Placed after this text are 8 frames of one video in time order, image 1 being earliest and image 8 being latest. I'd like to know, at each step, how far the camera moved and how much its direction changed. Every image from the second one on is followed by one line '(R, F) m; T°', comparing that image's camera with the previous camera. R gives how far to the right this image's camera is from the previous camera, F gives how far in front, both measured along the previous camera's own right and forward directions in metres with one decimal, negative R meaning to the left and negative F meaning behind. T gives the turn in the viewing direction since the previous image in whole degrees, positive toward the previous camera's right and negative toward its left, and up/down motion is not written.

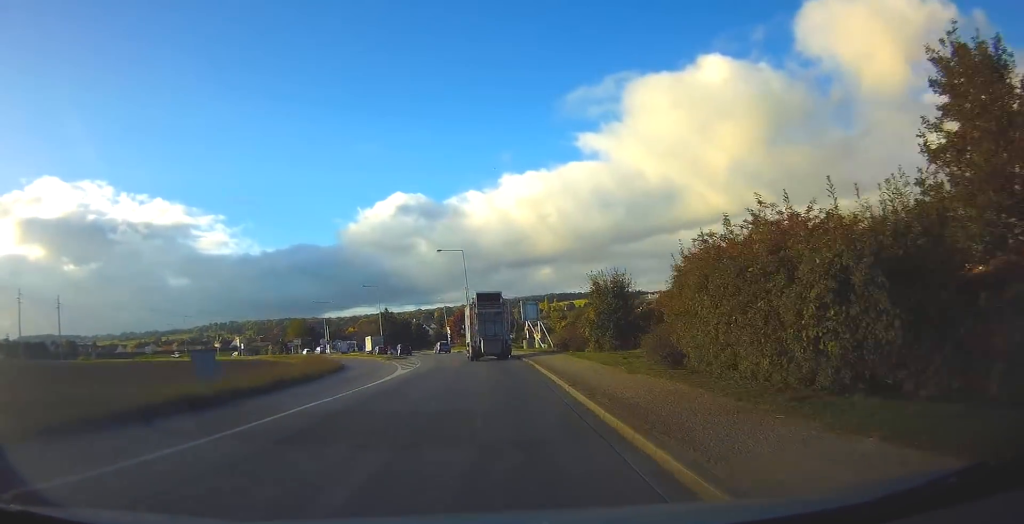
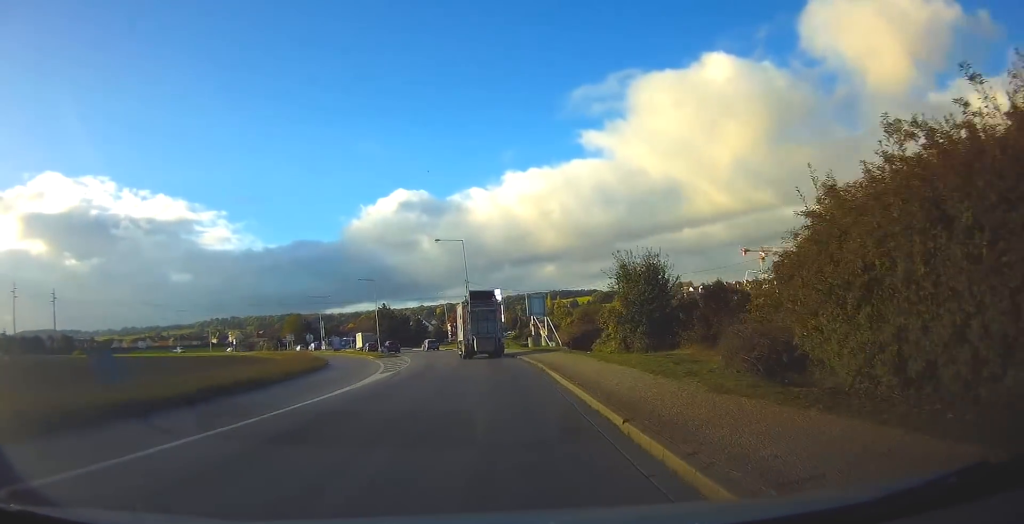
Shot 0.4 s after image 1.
(0.0, +6.4) m; 0°
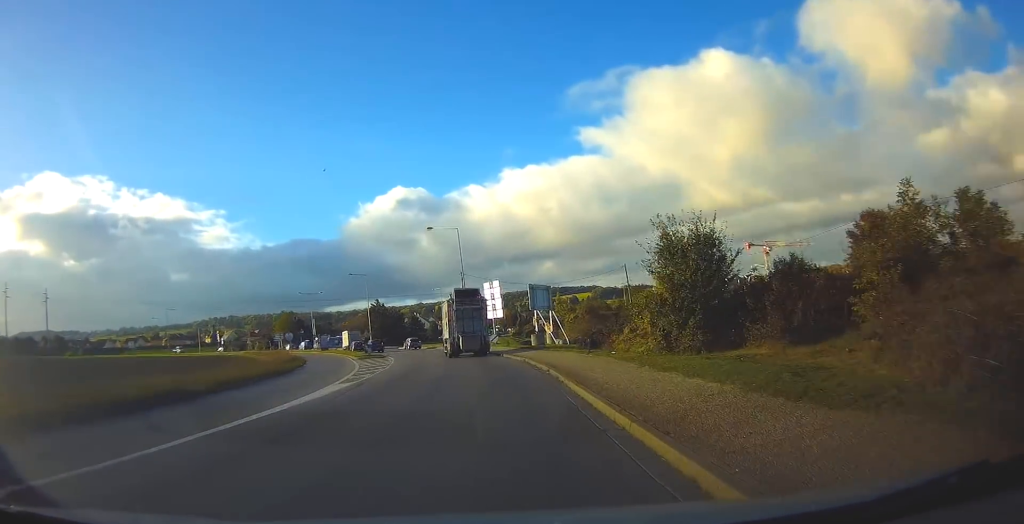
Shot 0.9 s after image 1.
(0.0, +6.8) m; 0°
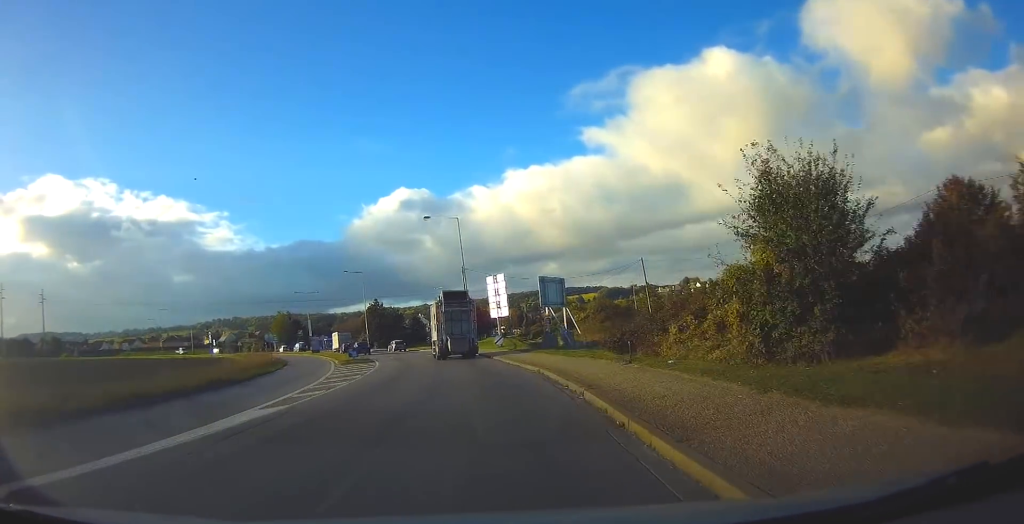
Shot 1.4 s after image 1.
(0.0, +7.1) m; -1°
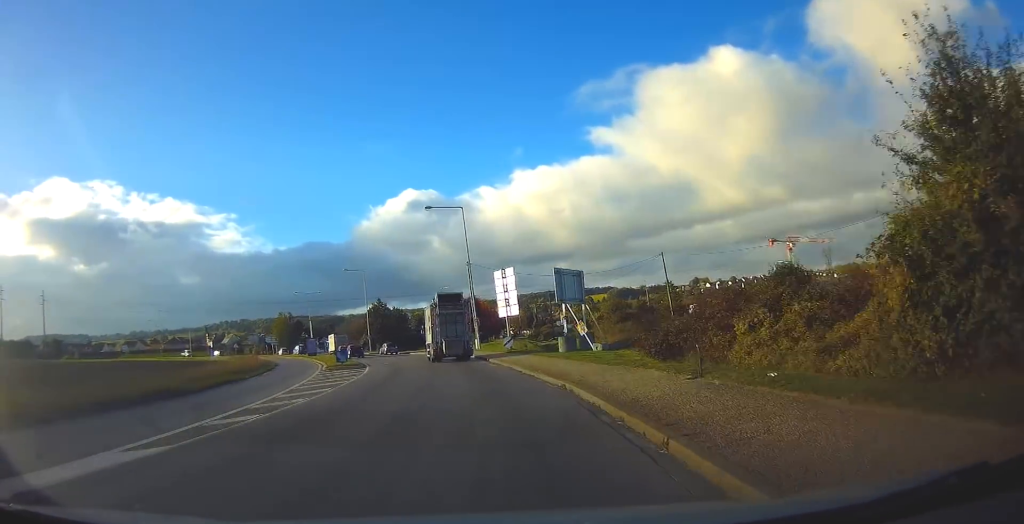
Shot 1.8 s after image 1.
(0.0, +5.7) m; 0°
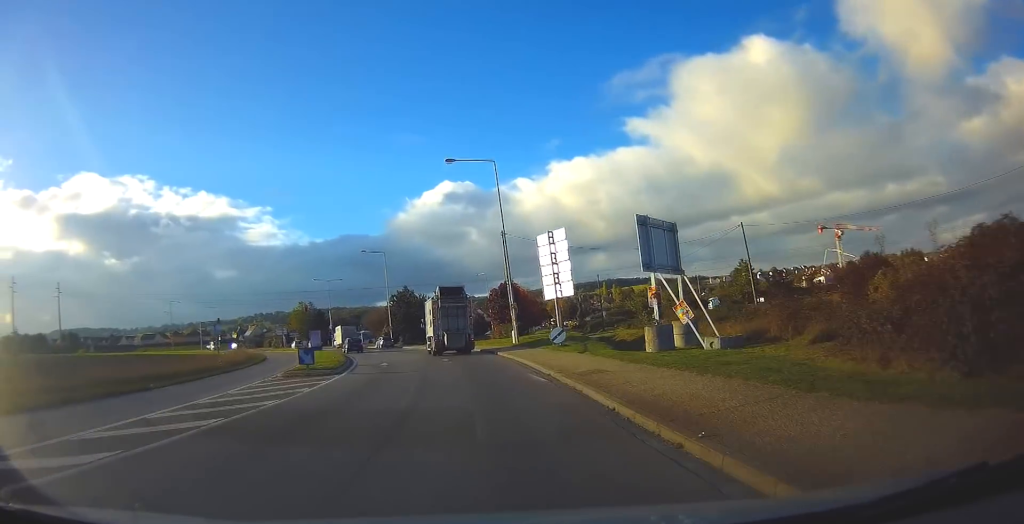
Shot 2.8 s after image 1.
(-0.2, +13.8) m; -3°
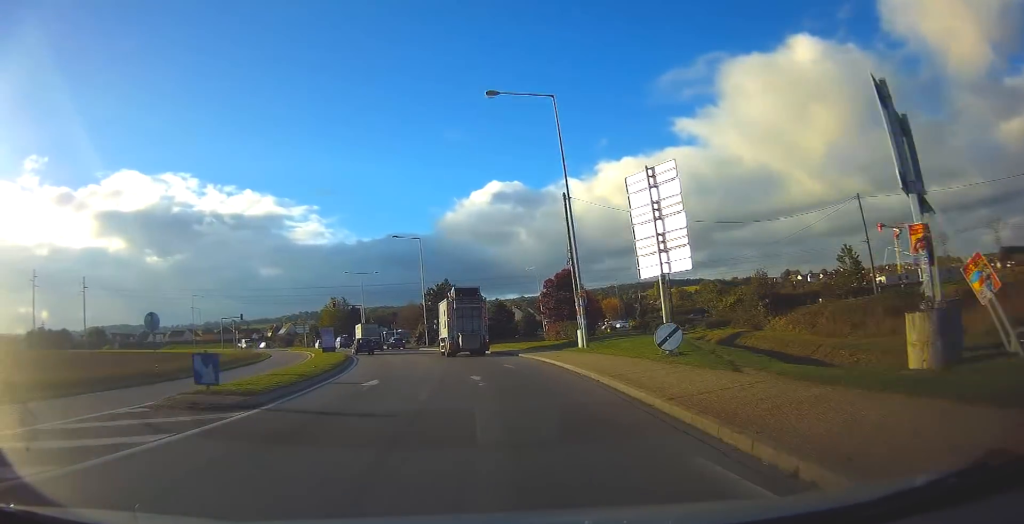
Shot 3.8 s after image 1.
(-0.5, +13.1) m; -4°
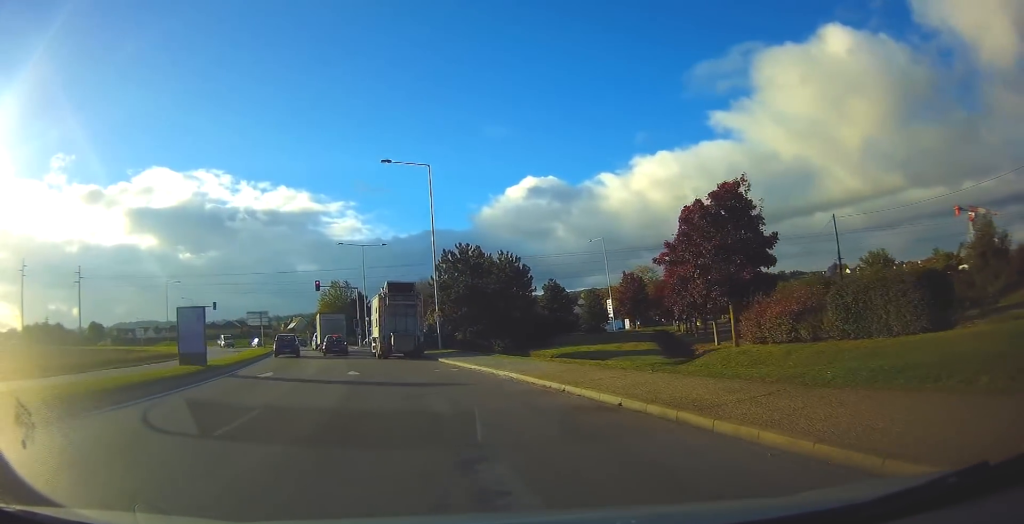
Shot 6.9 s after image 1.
(-2.4, +33.5) m; -6°
